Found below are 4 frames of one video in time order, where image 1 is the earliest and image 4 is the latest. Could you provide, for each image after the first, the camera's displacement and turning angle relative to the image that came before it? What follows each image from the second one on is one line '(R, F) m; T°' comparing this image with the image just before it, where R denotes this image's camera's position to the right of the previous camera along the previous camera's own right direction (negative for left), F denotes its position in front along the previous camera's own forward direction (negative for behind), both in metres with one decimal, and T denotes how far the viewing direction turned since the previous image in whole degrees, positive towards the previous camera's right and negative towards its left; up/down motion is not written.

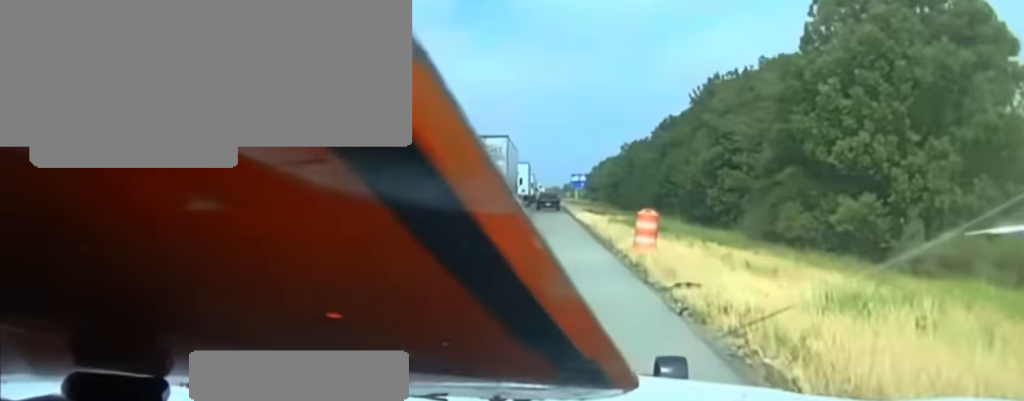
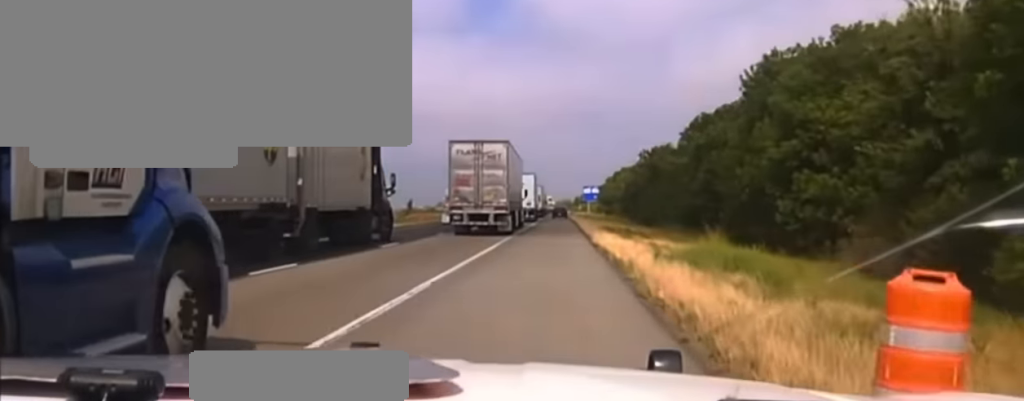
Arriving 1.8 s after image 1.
(-0.5, +19.8) m; -2°
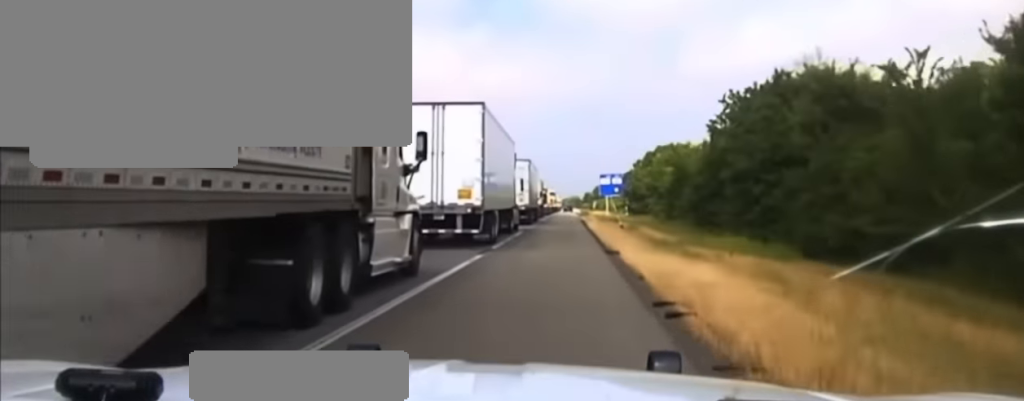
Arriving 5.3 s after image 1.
(+0.8, +71.4) m; +1°
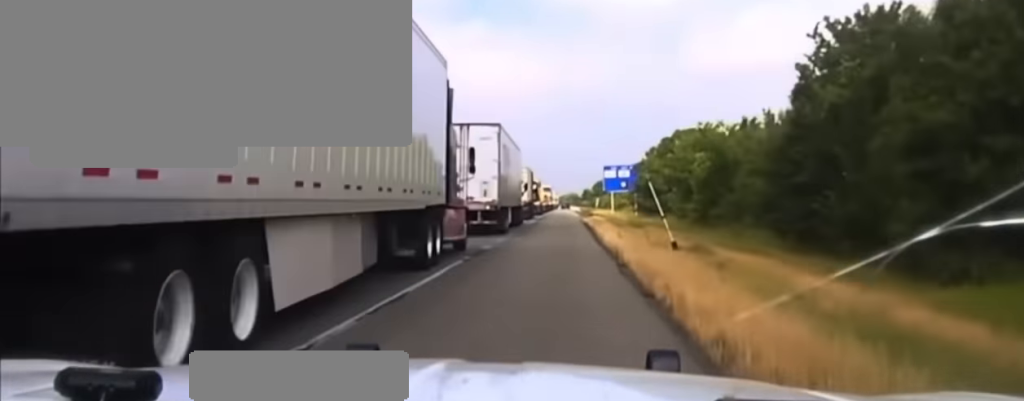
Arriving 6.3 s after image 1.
(+0.1, +26.9) m; +1°
